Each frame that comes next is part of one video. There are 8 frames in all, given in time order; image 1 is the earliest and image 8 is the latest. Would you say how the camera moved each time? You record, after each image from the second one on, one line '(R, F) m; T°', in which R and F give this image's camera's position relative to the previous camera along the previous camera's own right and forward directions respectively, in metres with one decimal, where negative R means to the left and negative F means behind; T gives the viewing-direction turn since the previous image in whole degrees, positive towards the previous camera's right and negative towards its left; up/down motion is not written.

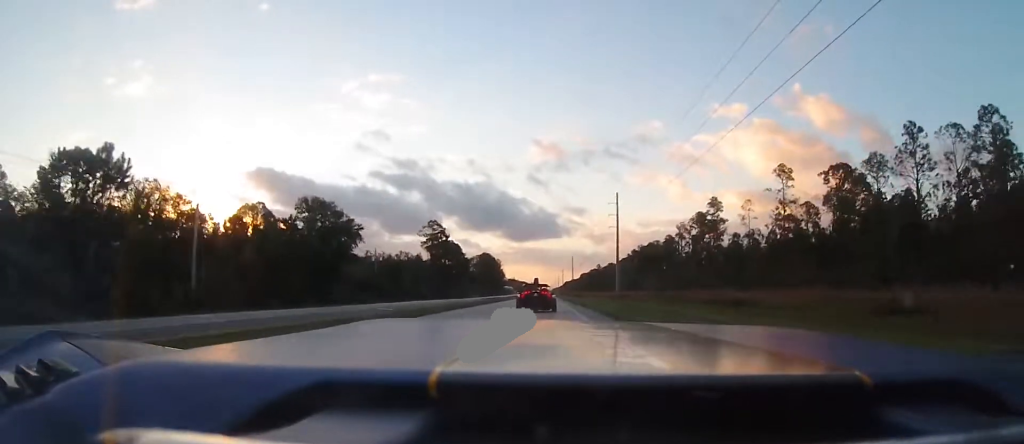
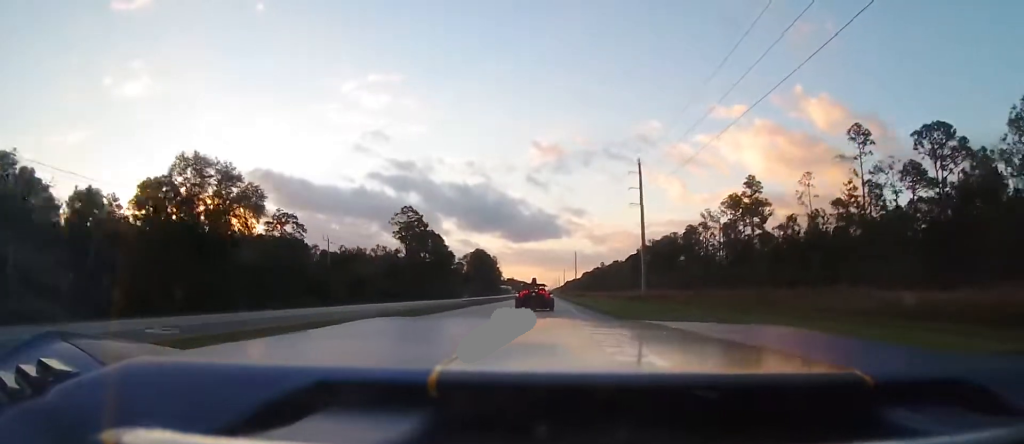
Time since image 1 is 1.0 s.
(-0.1, +28.8) m; 0°
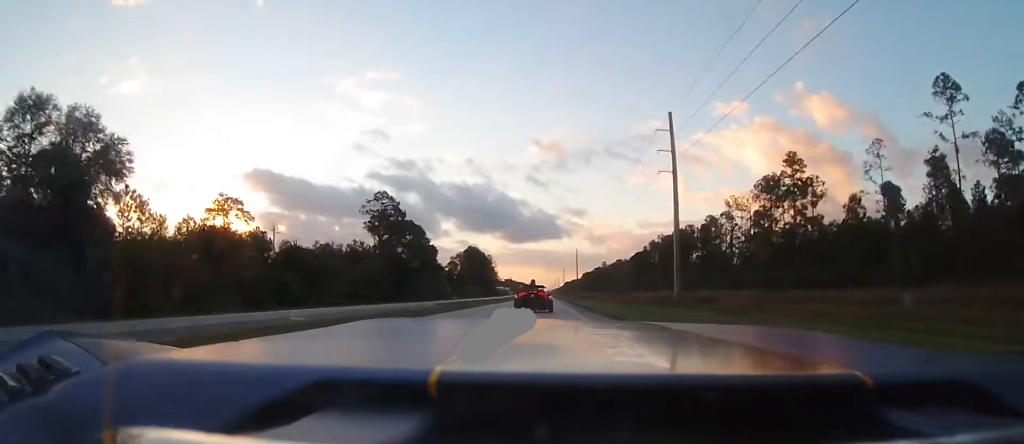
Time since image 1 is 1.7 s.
(0.0, +20.9) m; 0°
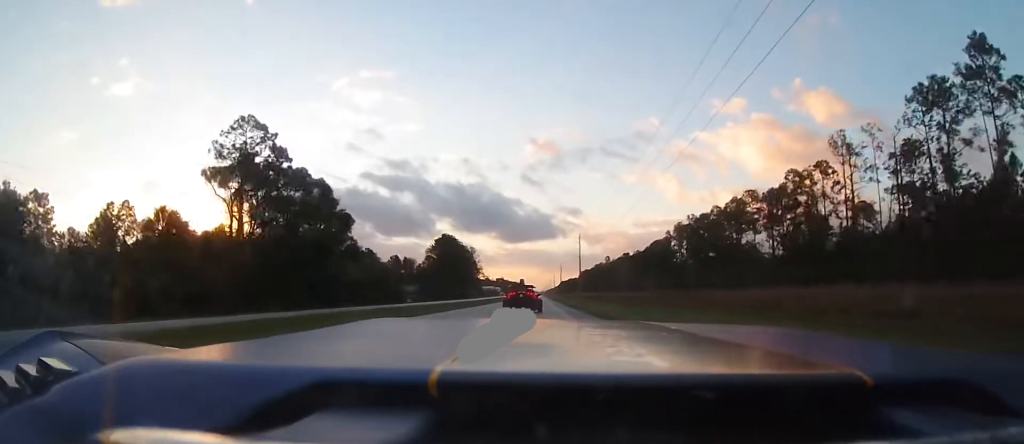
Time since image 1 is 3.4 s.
(+0.4, +52.2) m; +1°
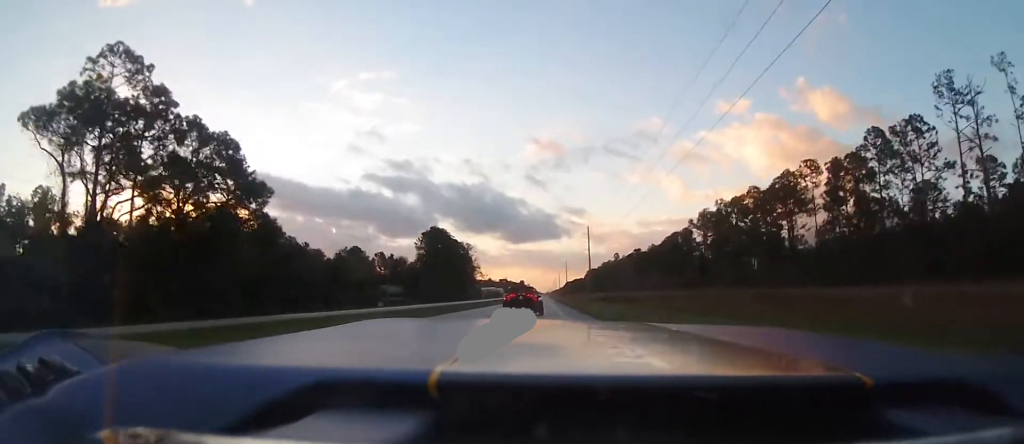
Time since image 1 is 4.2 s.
(0.0, +24.1) m; -1°
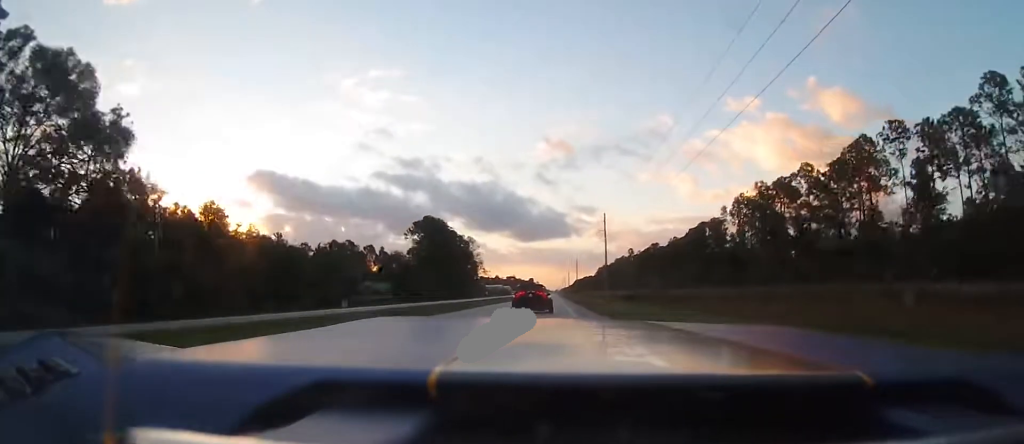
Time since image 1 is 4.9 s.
(-0.3, +21.4) m; 0°
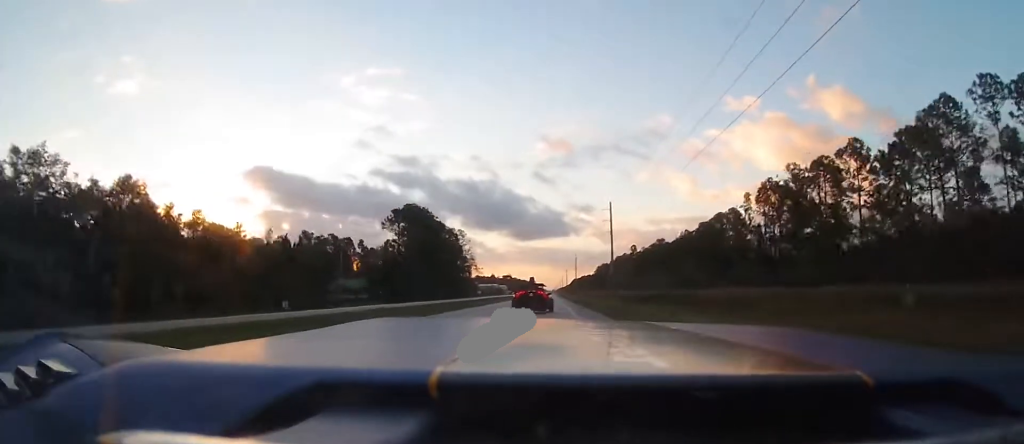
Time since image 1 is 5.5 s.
(-0.3, +17.4) m; 0°
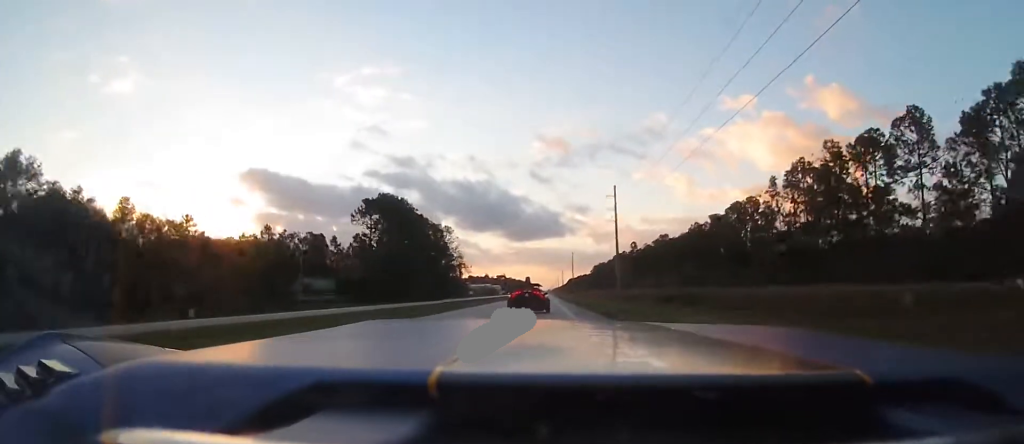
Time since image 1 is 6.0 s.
(+0.4, +16.6) m; 0°
